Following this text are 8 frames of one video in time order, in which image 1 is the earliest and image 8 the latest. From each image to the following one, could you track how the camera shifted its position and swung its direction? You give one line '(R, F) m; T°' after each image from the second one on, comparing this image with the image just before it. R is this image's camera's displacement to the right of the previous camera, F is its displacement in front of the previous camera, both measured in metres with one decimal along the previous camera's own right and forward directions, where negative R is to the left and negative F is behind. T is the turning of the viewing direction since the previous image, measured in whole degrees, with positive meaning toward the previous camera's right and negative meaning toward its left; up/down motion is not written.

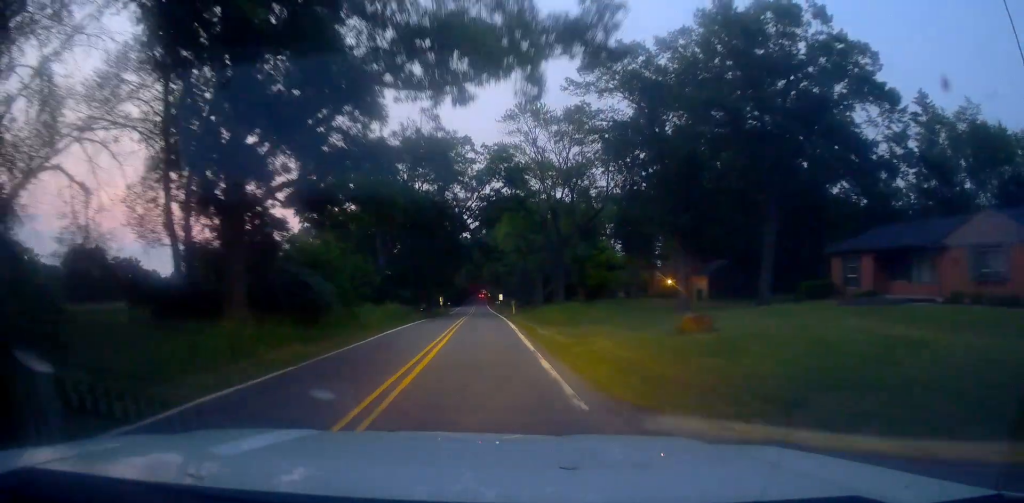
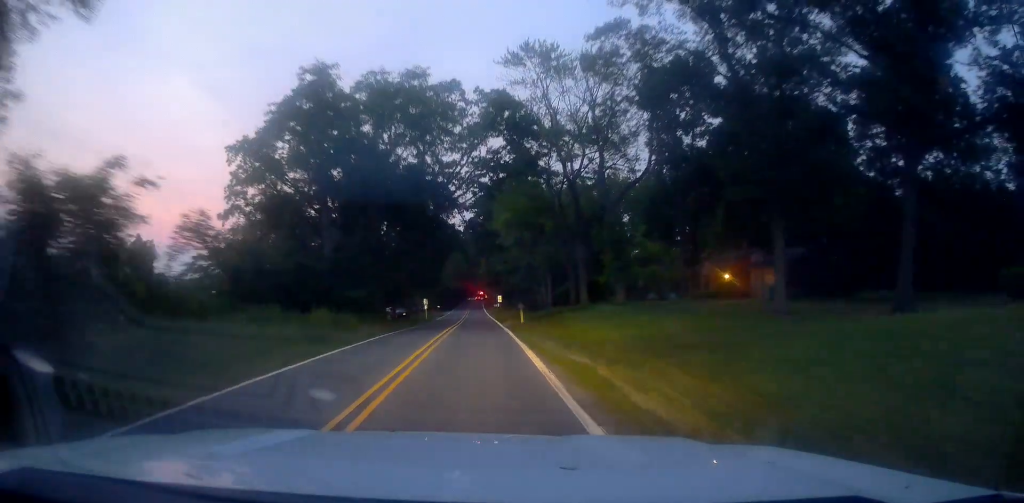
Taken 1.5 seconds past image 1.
(-0.4, +18.1) m; -1°
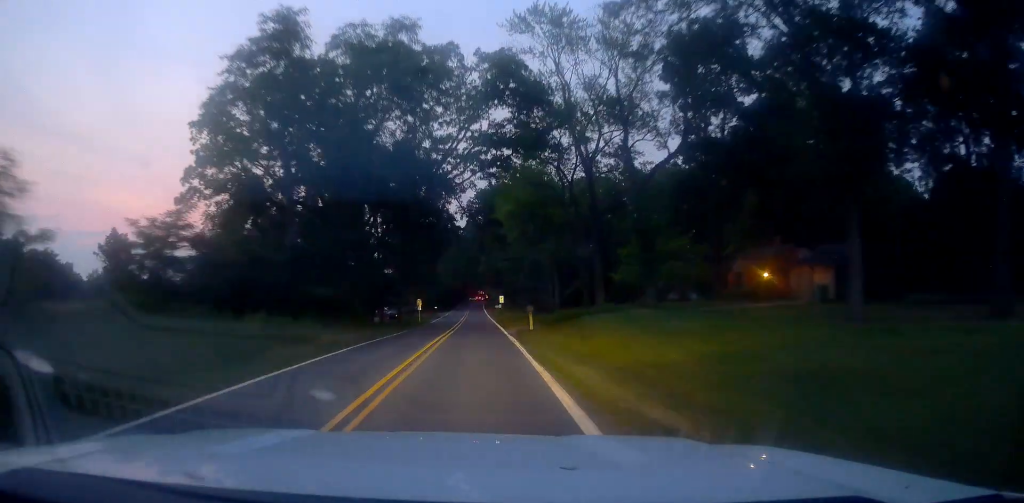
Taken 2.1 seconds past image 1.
(0.0, +7.7) m; 0°
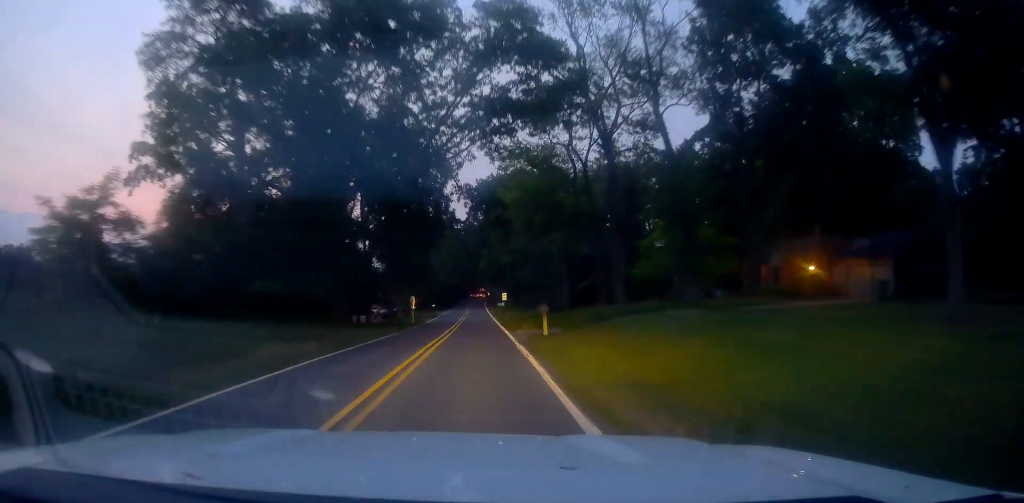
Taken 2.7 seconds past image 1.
(0.0, +6.8) m; +1°
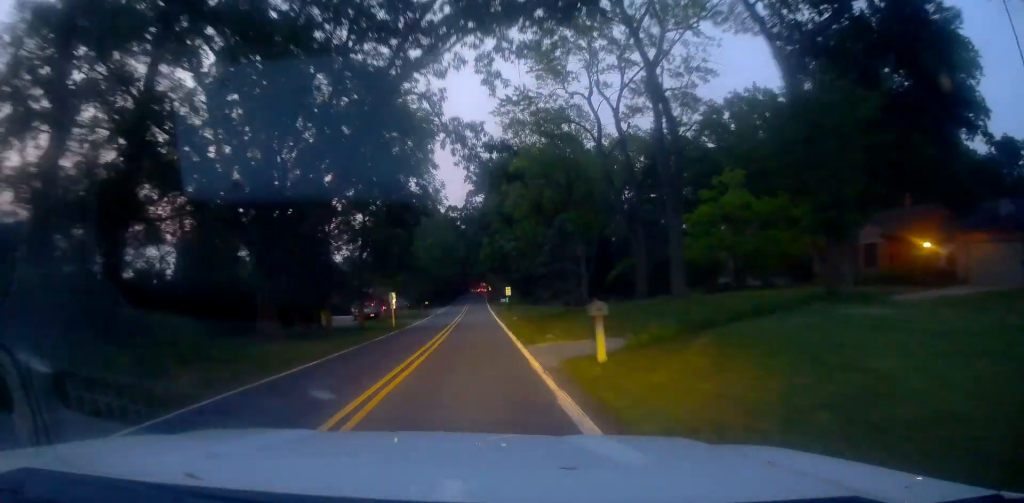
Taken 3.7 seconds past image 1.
(+0.2, +11.9) m; +2°
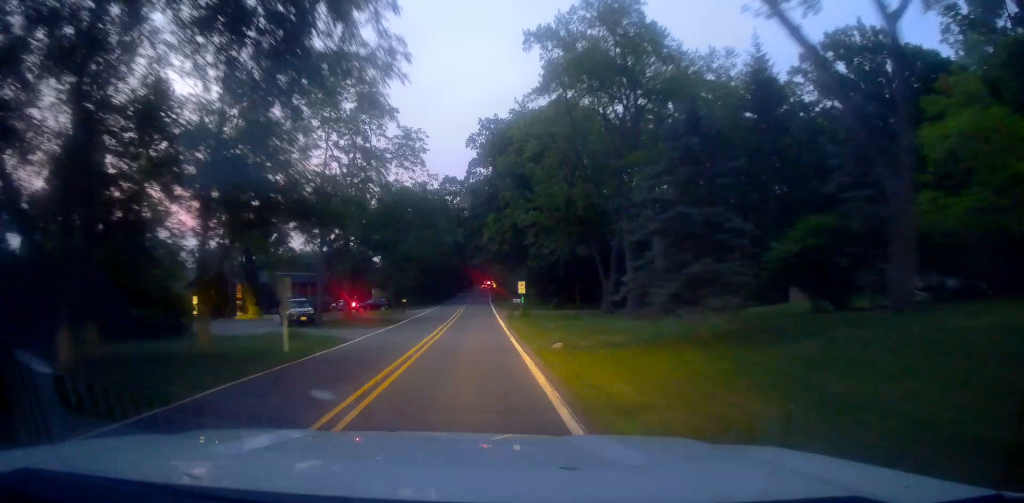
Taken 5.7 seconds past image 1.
(0.0, +23.4) m; 0°
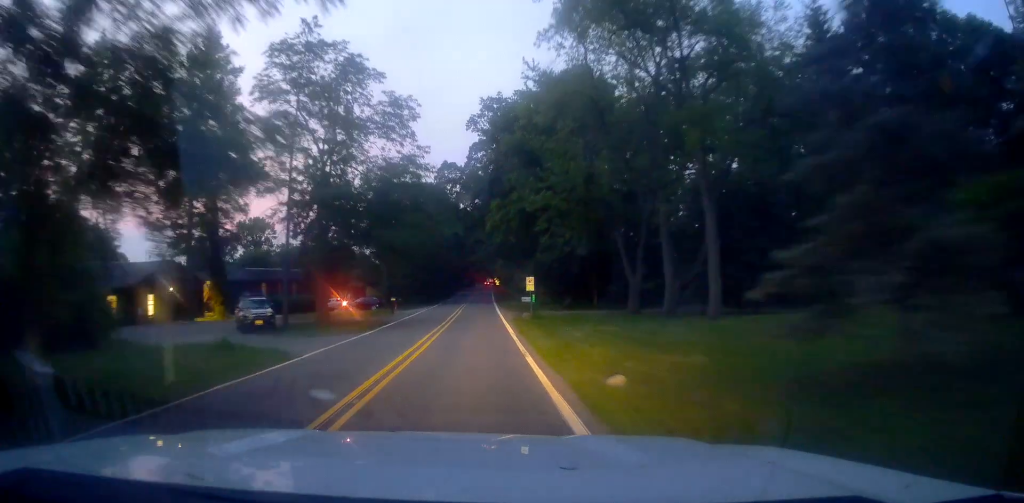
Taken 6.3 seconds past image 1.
(+0.3, +7.5) m; 0°
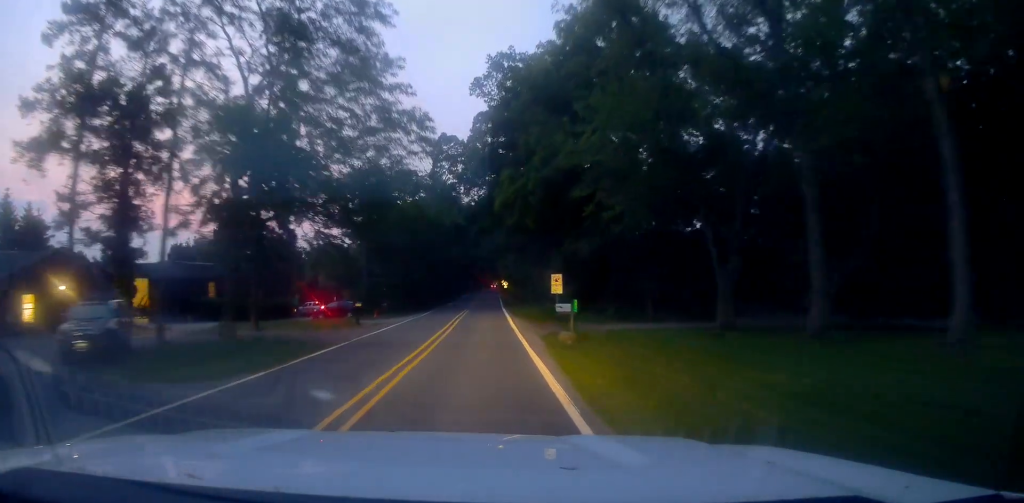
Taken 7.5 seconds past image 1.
(-0.5, +13.9) m; -3°
